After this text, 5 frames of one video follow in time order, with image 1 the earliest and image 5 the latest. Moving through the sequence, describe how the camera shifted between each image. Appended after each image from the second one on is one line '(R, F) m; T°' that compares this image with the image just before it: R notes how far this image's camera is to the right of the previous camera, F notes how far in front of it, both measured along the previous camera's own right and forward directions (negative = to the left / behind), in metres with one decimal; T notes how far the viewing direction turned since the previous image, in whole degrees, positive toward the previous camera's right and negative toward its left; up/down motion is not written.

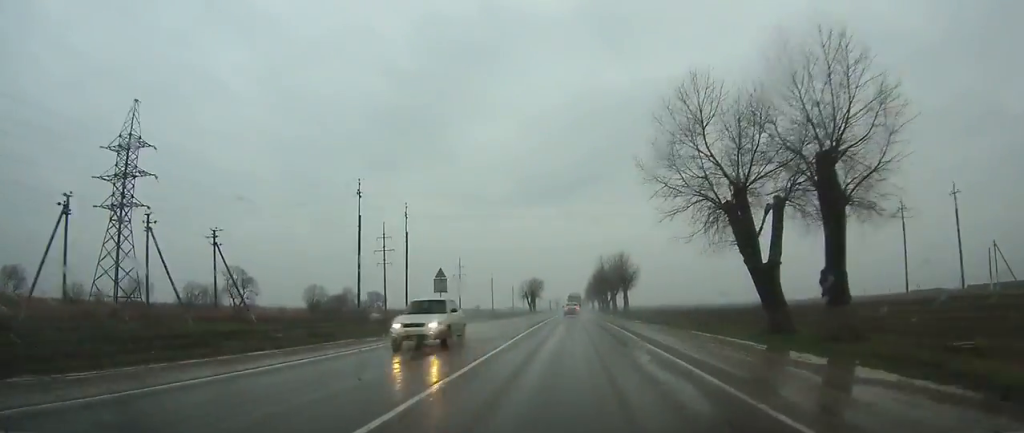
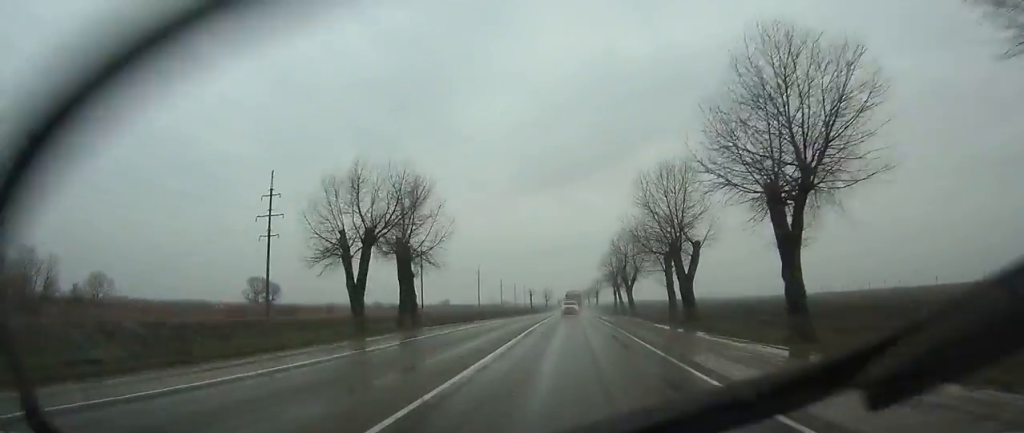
(+0.1, +145.9) m; 0°
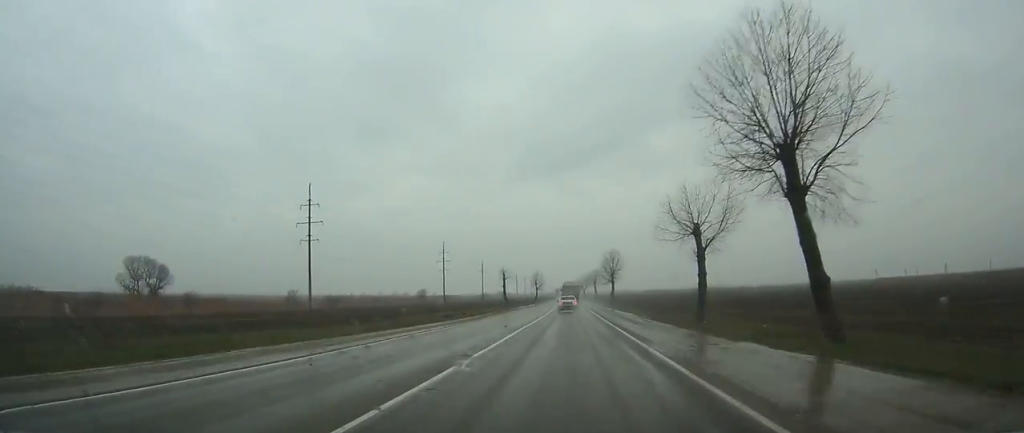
(0.0, +75.6) m; 0°
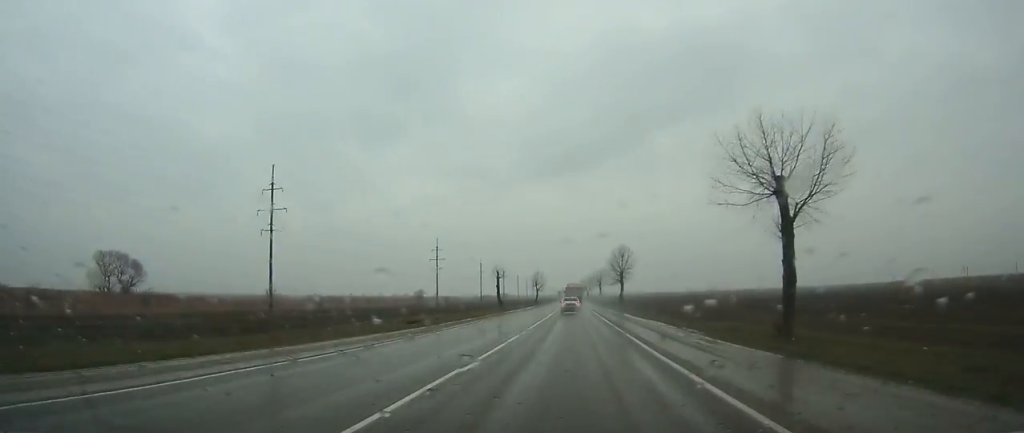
(0.0, +14.6) m; 0°
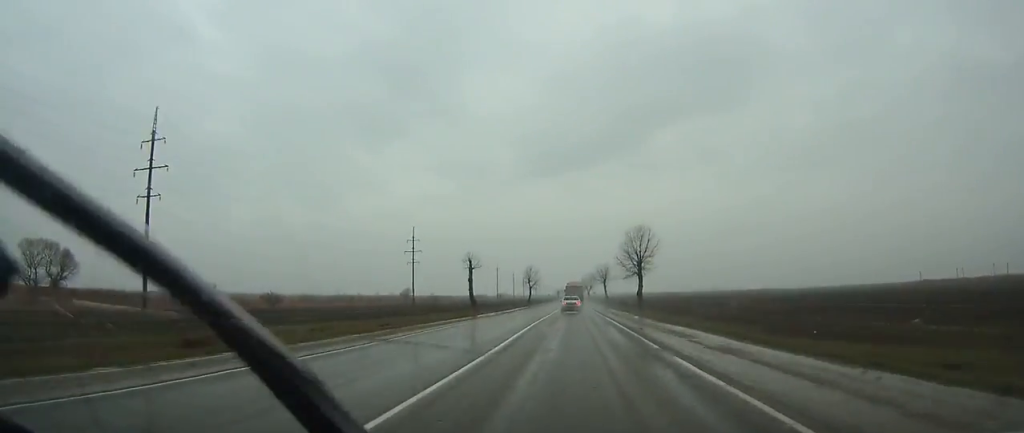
(+0.1, +28.0) m; 0°
